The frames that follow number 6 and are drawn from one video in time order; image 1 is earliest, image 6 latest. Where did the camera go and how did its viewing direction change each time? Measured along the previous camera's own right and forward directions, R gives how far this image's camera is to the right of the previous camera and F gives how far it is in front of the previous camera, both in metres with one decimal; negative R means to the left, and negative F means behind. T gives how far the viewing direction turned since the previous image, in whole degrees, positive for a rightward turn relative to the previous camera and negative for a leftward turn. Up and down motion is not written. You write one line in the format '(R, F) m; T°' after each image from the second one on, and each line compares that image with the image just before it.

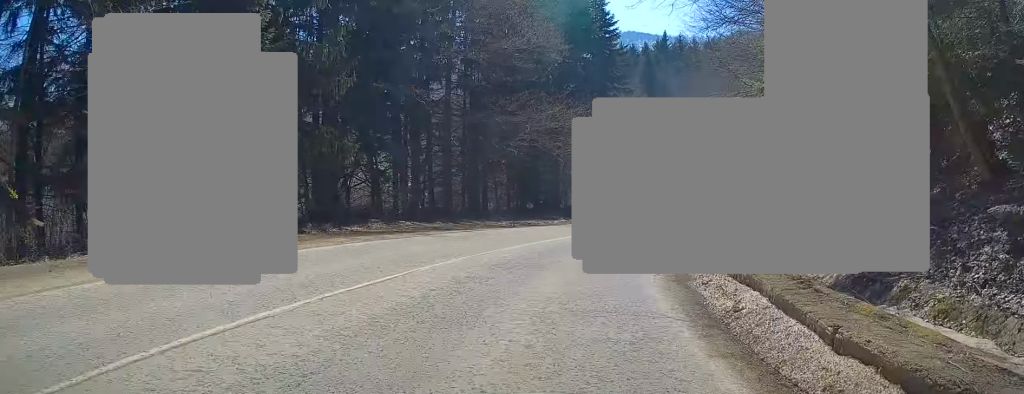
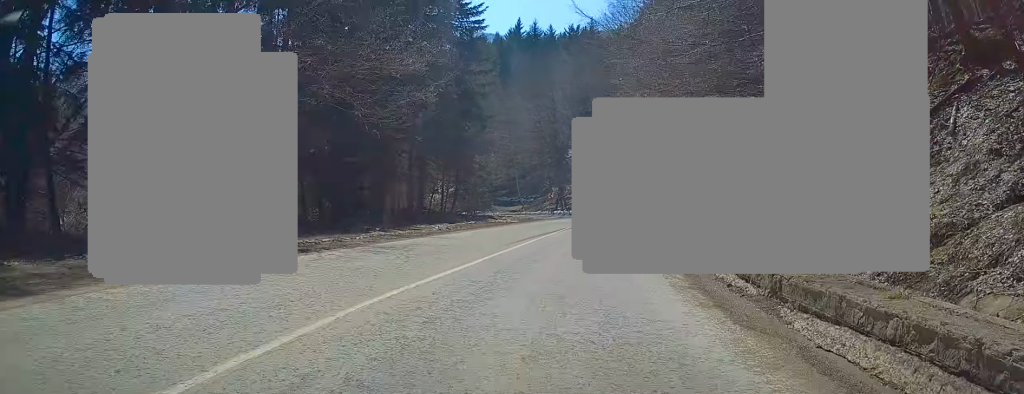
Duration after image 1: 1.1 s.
(+1.6, +17.3) m; +10°
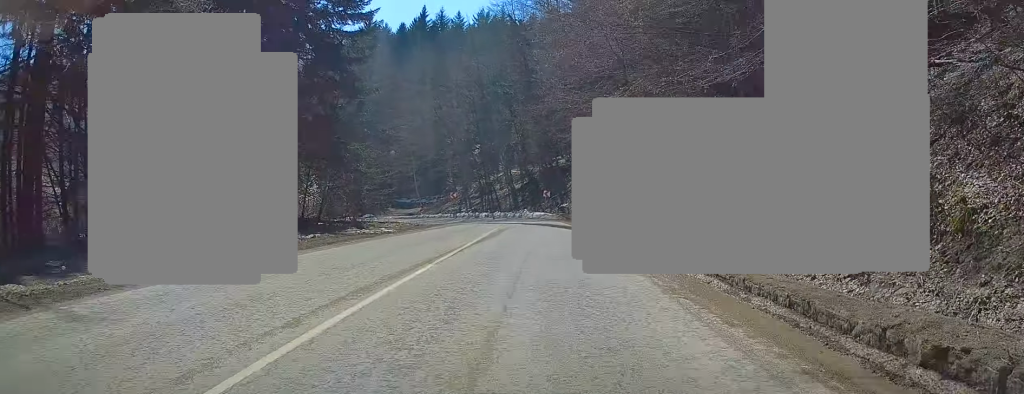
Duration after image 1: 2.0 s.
(+1.0, +14.3) m; +7°
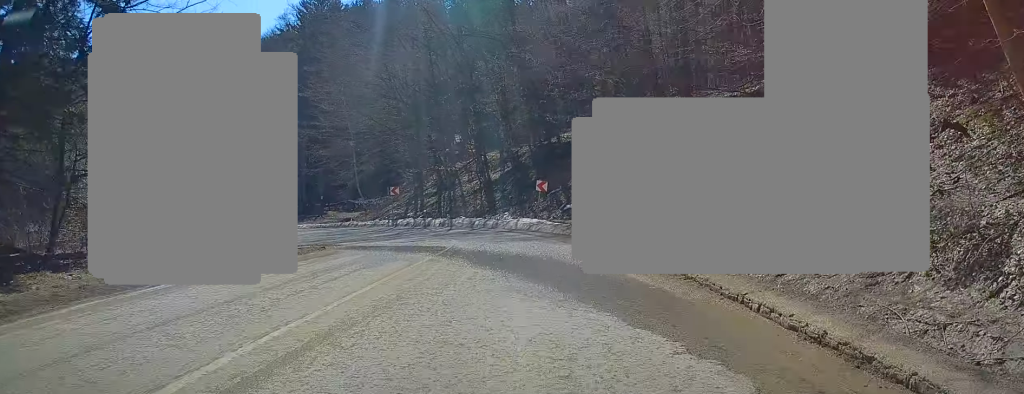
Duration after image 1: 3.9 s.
(+2.6, +24.8) m; +10°
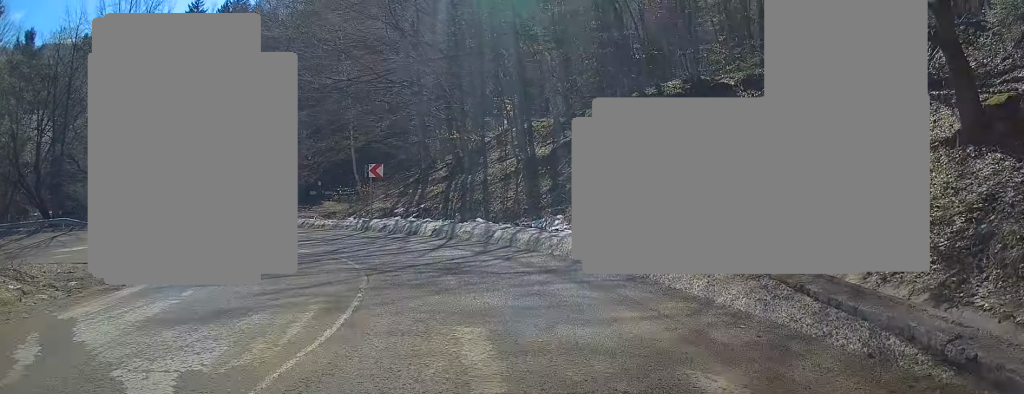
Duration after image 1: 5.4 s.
(+0.2, +17.8) m; -6°
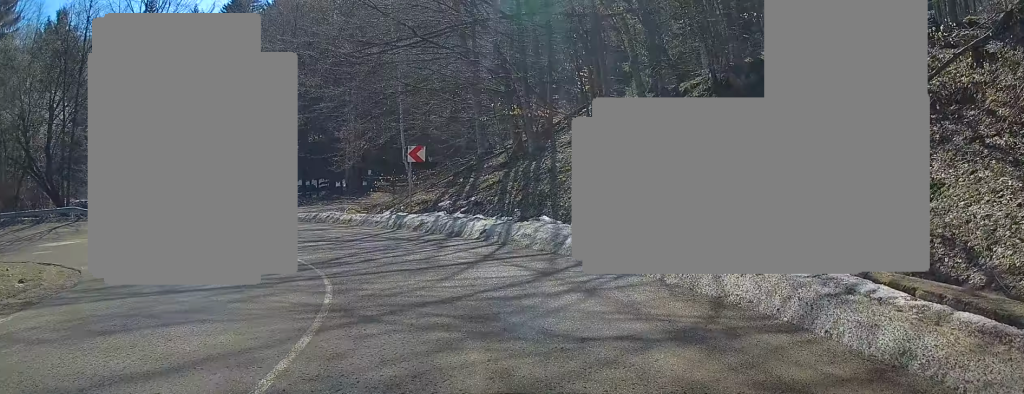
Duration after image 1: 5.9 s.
(+0.2, +5.6) m; -7°
